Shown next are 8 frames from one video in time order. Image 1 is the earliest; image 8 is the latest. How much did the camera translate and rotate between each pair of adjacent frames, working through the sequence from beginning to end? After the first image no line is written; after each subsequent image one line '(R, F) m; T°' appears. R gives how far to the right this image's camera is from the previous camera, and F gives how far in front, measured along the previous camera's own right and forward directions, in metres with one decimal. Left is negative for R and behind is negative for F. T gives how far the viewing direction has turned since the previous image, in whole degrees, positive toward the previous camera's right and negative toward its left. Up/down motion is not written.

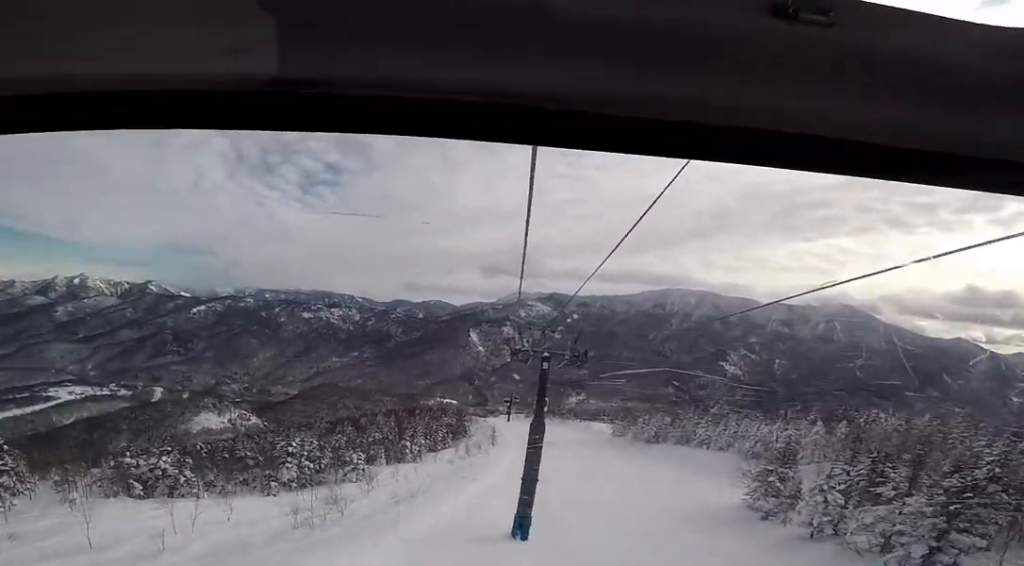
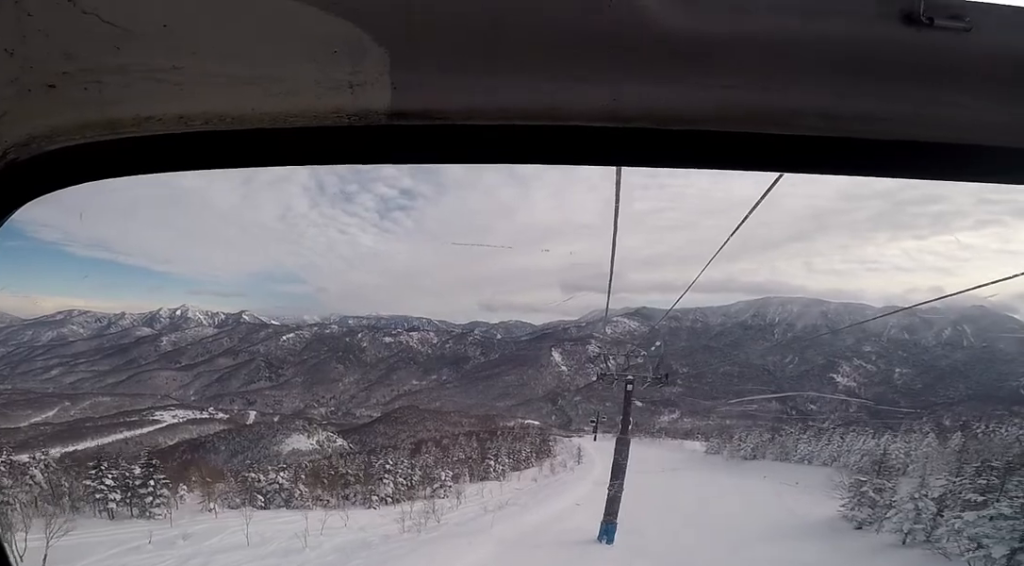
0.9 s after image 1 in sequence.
(0.0, +4.5) m; 0°
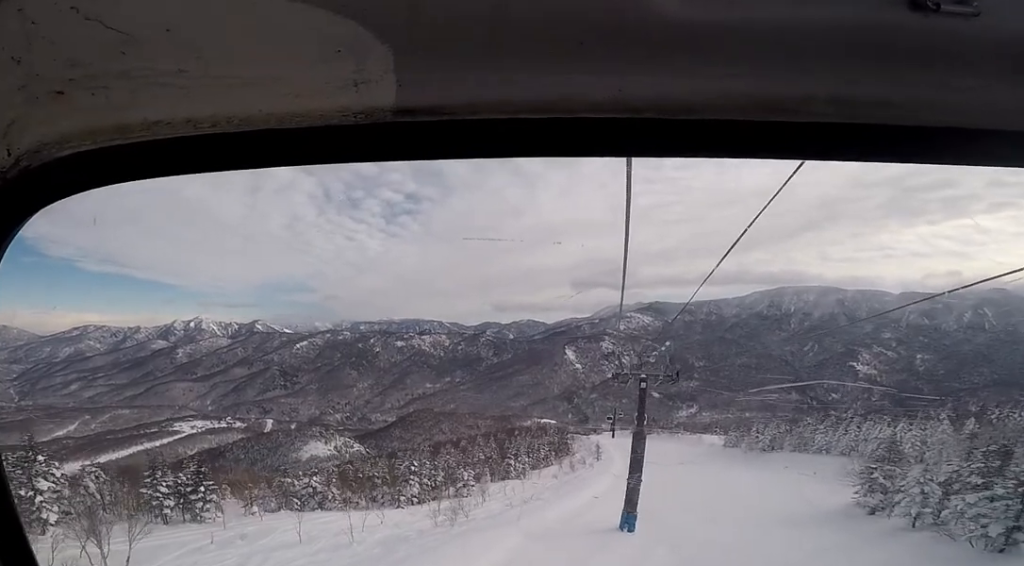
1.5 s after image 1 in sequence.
(0.0, +3.0) m; 0°
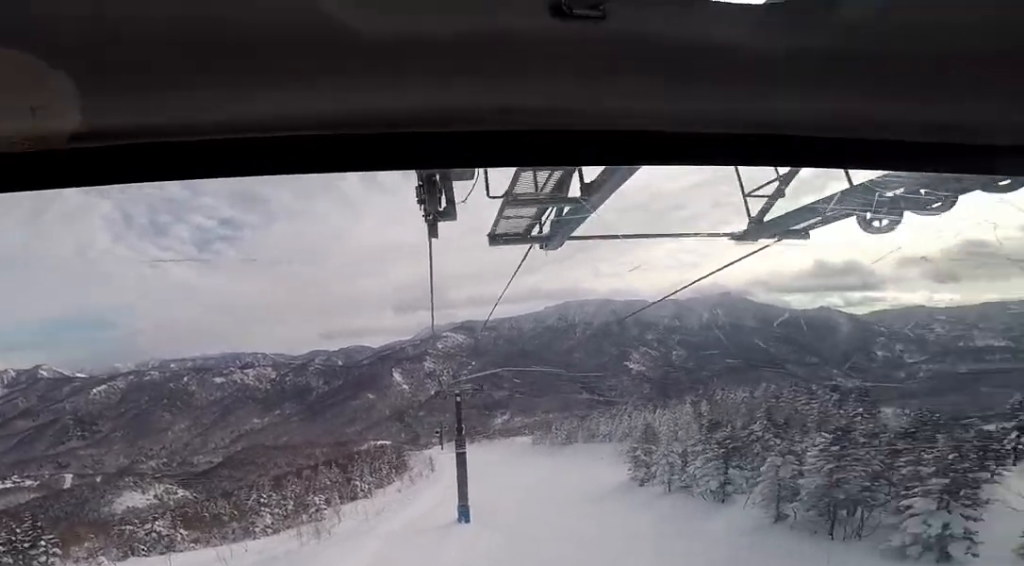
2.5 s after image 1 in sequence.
(0.0, +4.9) m; 0°
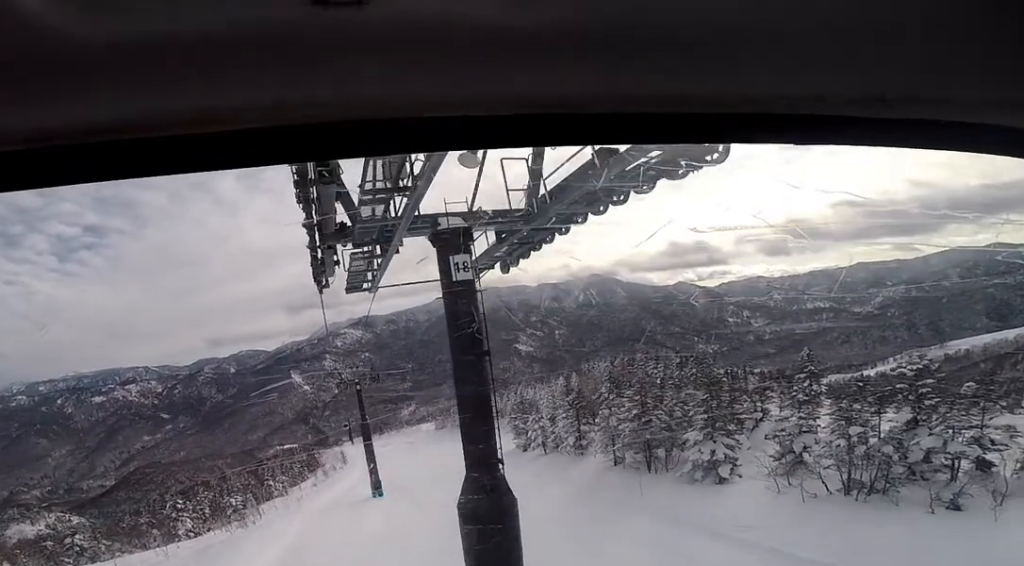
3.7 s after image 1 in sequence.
(0.0, +5.8) m; 0°
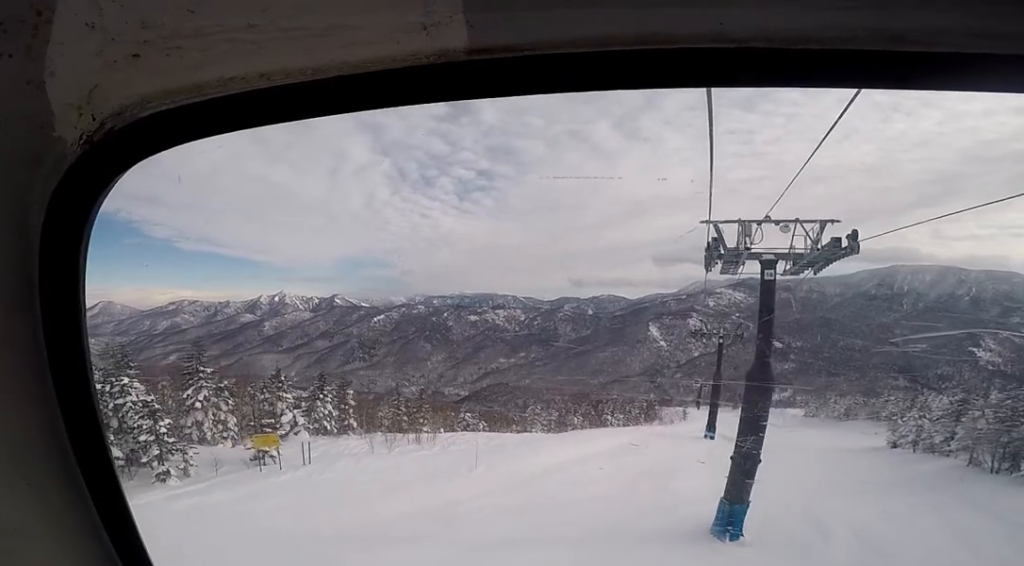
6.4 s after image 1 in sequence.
(0.0, +14.3) m; 0°
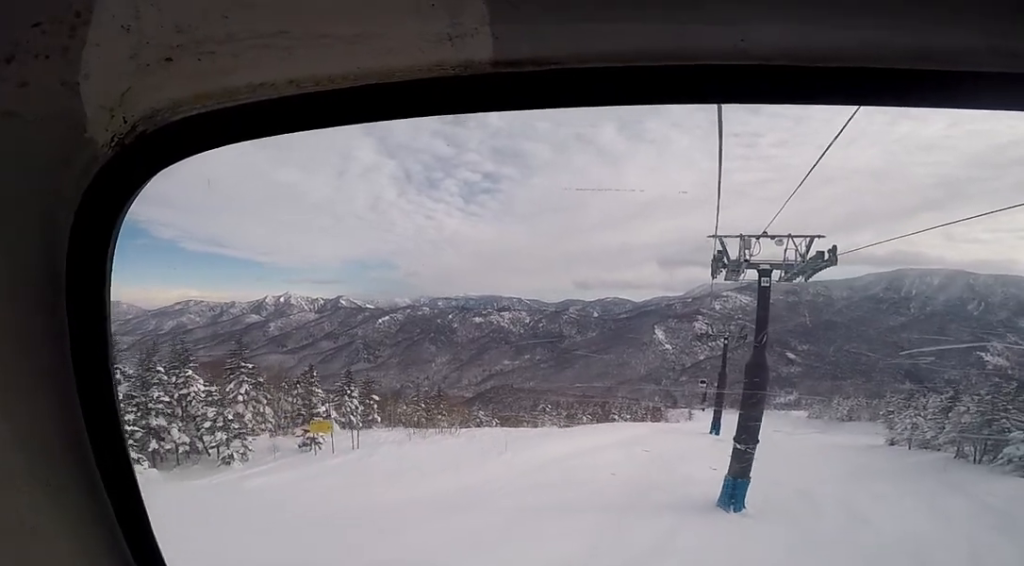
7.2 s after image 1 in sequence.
(0.0, +3.9) m; -2°
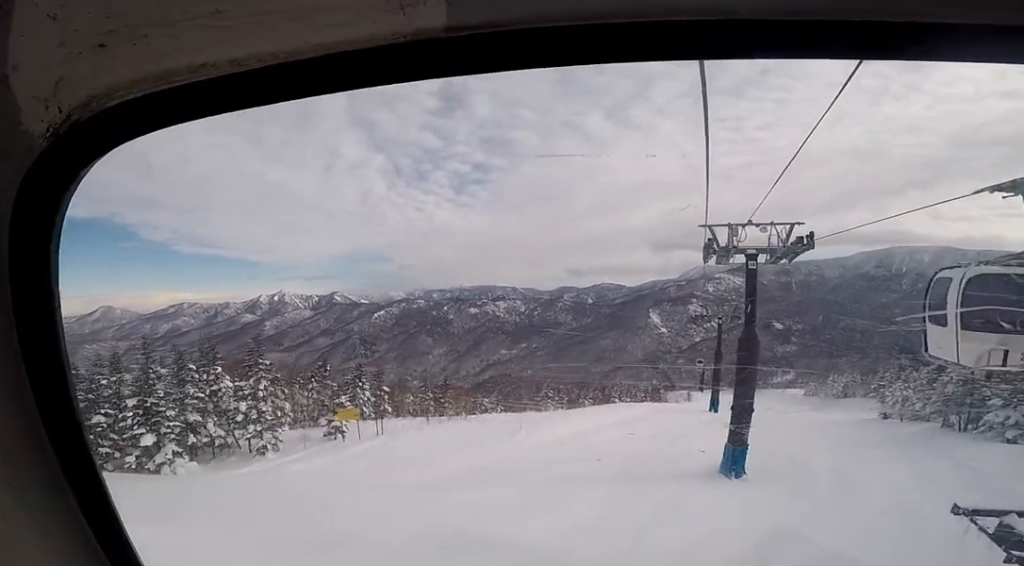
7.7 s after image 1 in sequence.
(0.0, +2.5) m; -3°
